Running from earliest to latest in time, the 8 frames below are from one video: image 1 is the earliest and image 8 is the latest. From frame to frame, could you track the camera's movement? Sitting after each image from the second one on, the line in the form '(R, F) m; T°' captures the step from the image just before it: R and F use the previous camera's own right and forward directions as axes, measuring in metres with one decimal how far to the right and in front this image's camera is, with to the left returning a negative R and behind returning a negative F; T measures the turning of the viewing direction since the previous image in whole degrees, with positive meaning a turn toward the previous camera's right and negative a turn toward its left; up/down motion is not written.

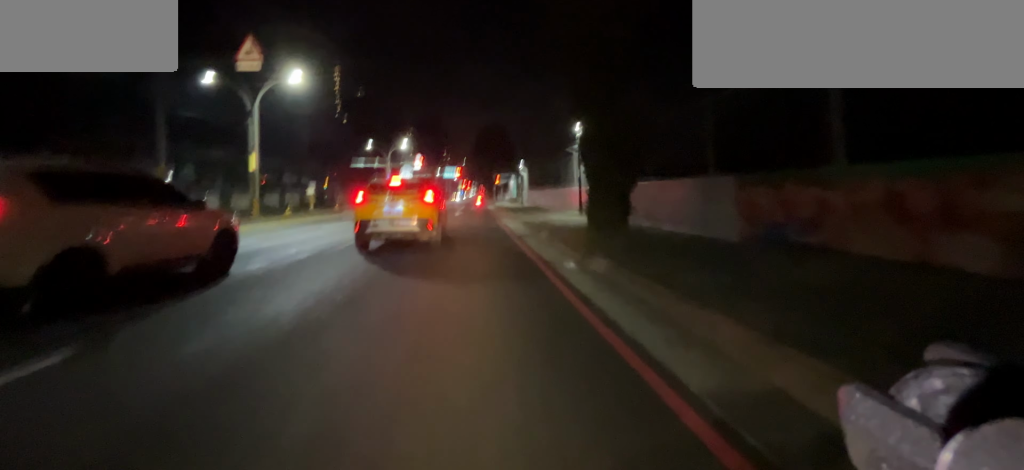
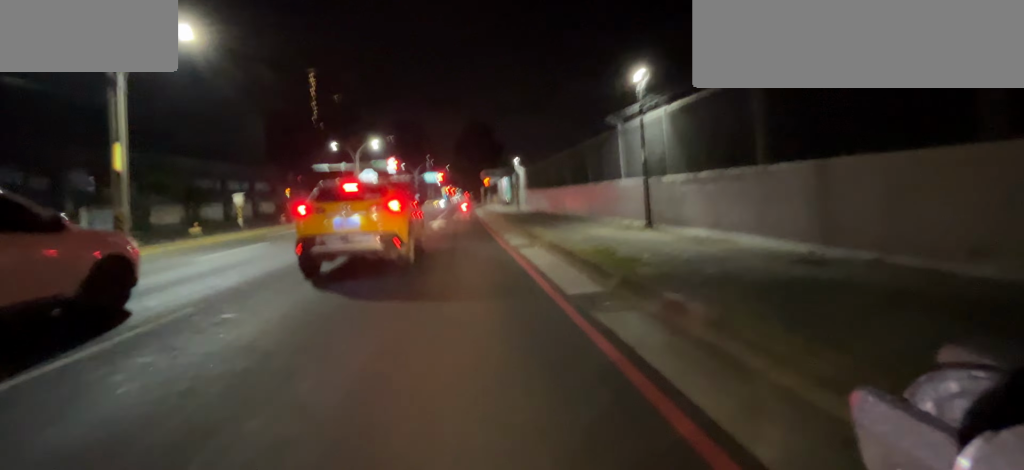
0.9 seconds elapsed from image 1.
(0.0, +7.8) m; 0°
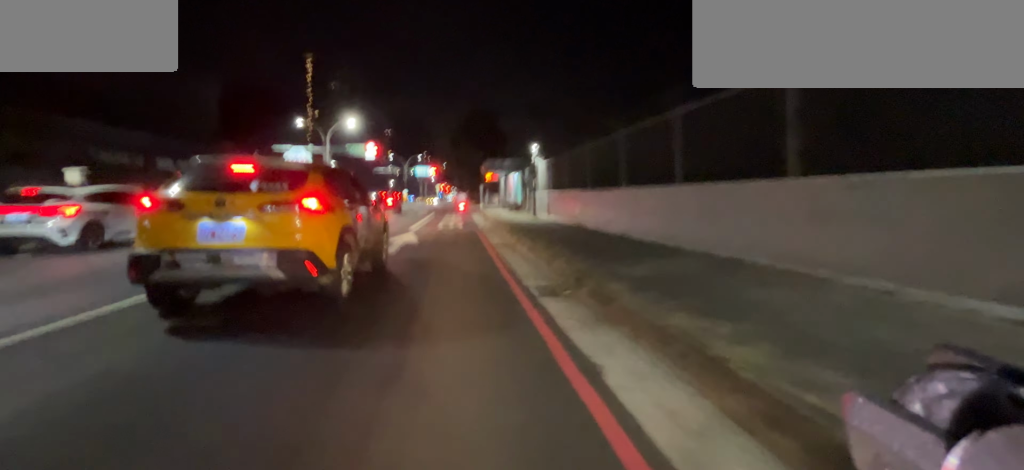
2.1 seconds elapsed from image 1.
(0.0, +9.7) m; 0°
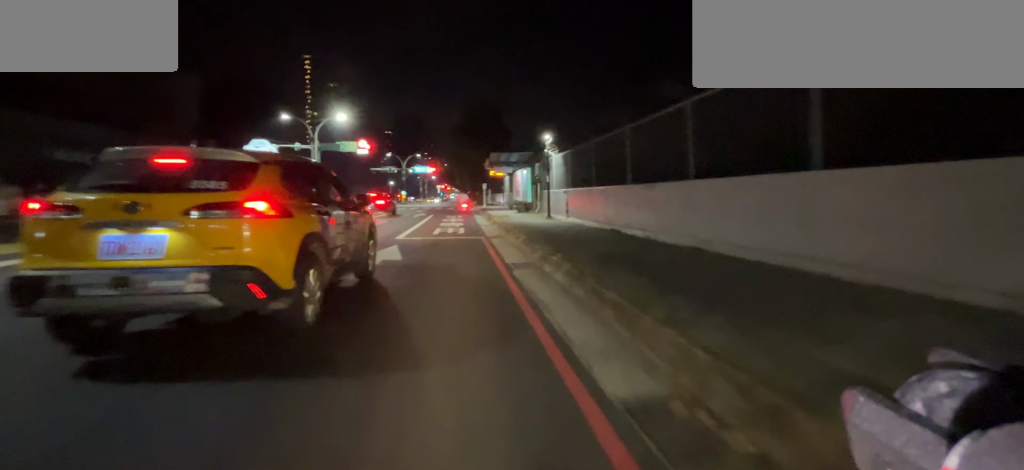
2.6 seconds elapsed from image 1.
(0.0, +3.4) m; 0°
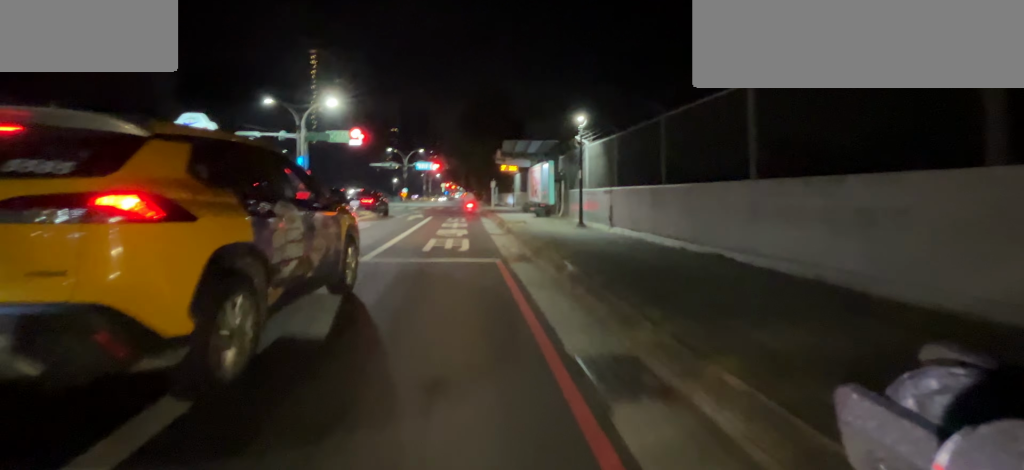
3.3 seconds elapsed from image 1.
(0.0, +4.3) m; 0°
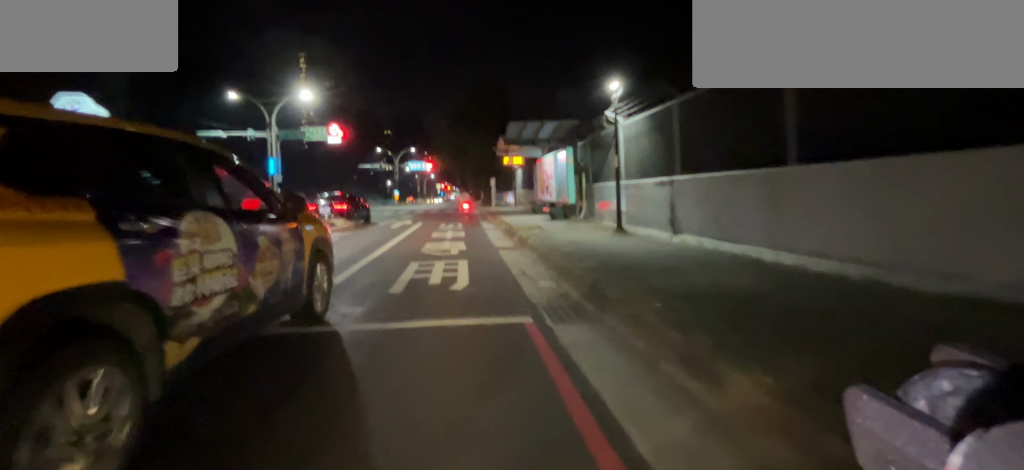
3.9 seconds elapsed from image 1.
(0.0, +3.6) m; 0°
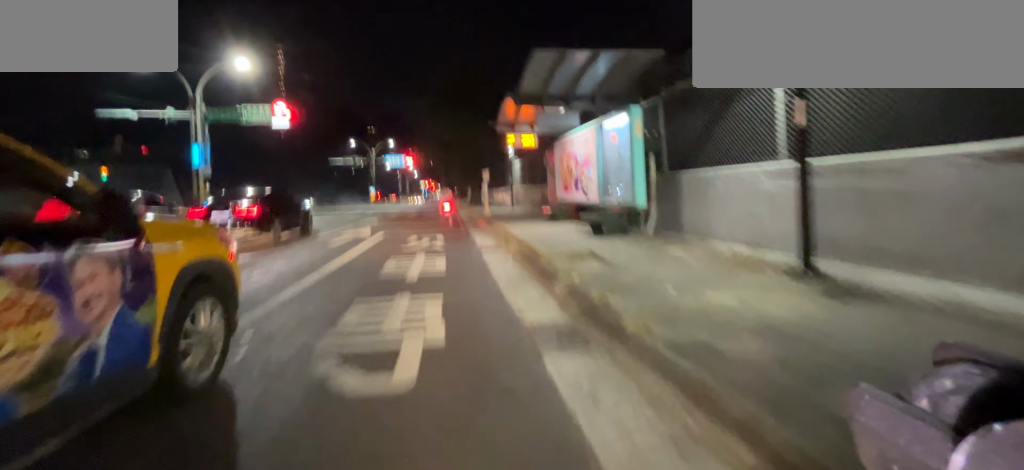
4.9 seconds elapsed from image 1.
(0.0, +5.6) m; +1°
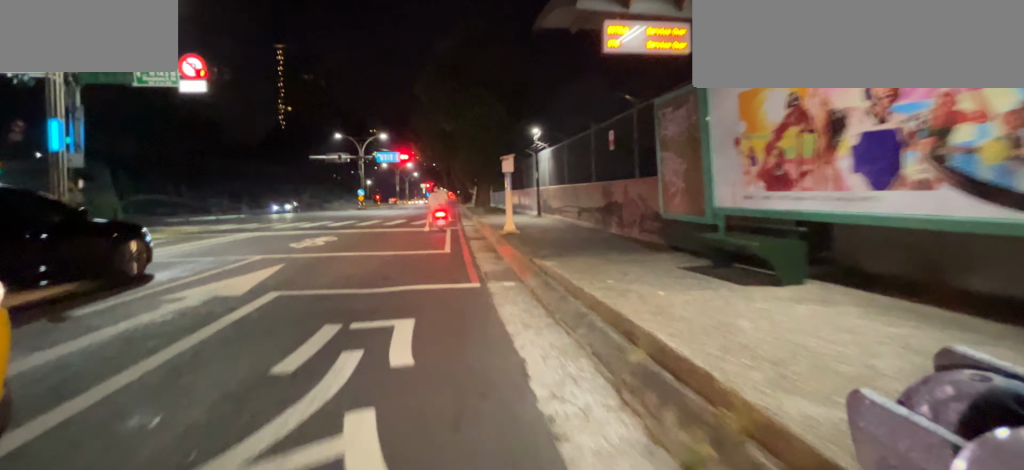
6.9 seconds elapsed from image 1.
(+0.1, +7.7) m; 0°
